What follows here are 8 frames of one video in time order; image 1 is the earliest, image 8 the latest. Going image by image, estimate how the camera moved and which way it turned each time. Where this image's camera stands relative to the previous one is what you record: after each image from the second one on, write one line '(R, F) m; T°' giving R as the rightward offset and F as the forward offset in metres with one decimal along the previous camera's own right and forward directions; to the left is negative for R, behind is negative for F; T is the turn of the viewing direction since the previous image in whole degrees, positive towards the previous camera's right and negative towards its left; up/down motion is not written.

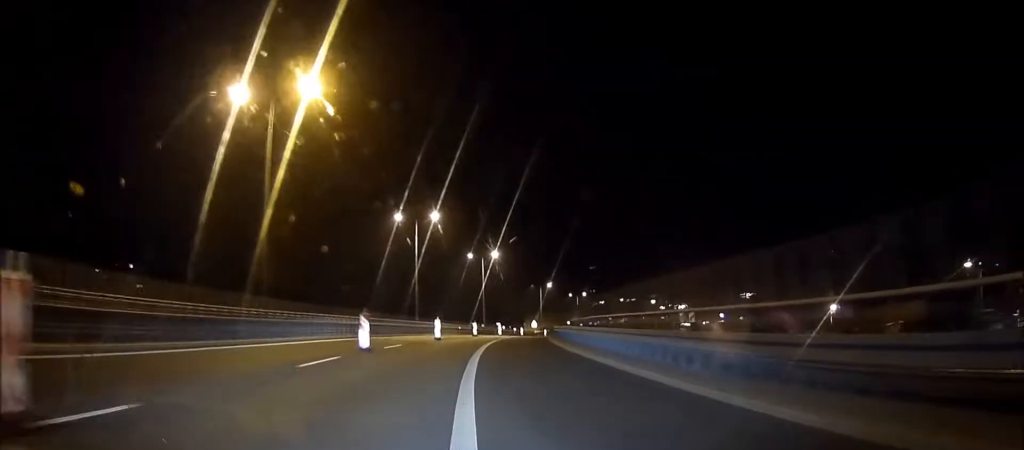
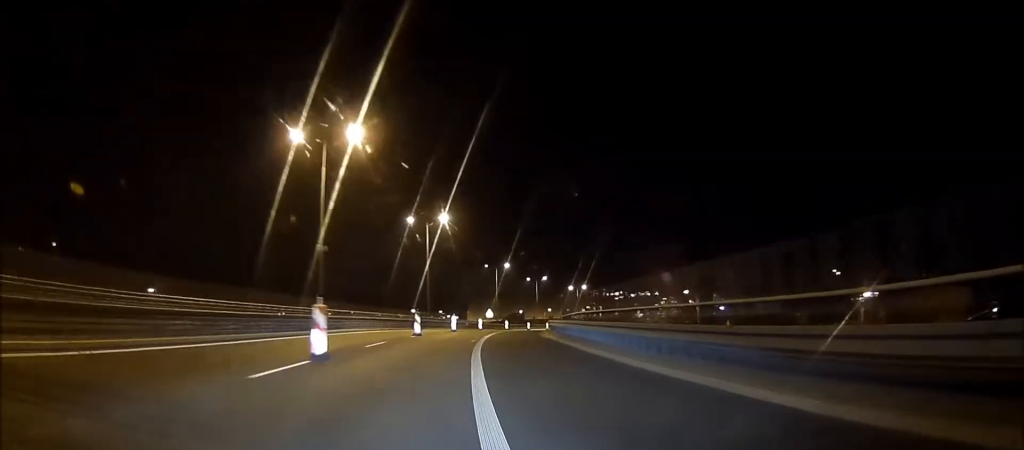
(0.0, +27.6) m; 0°
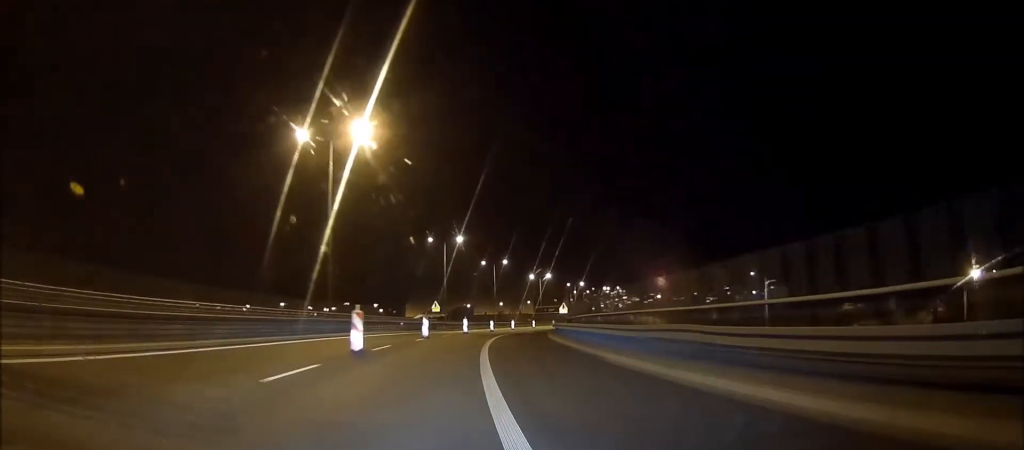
(0.0, +35.3) m; 0°
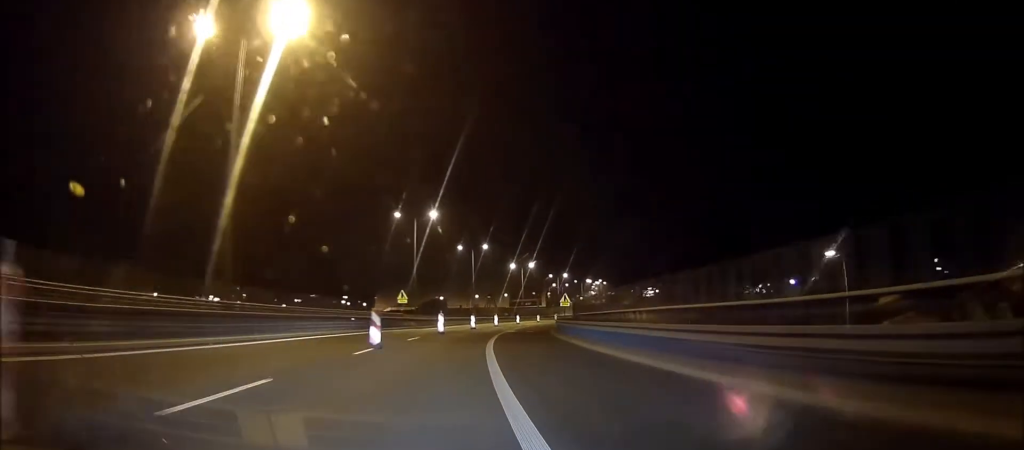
(0.0, +15.9) m; 0°
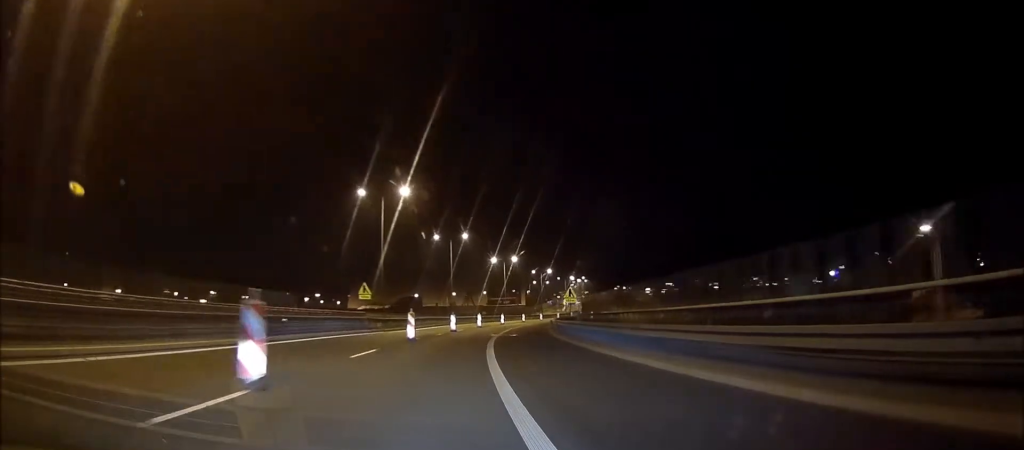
(0.0, +12.1) m; 0°
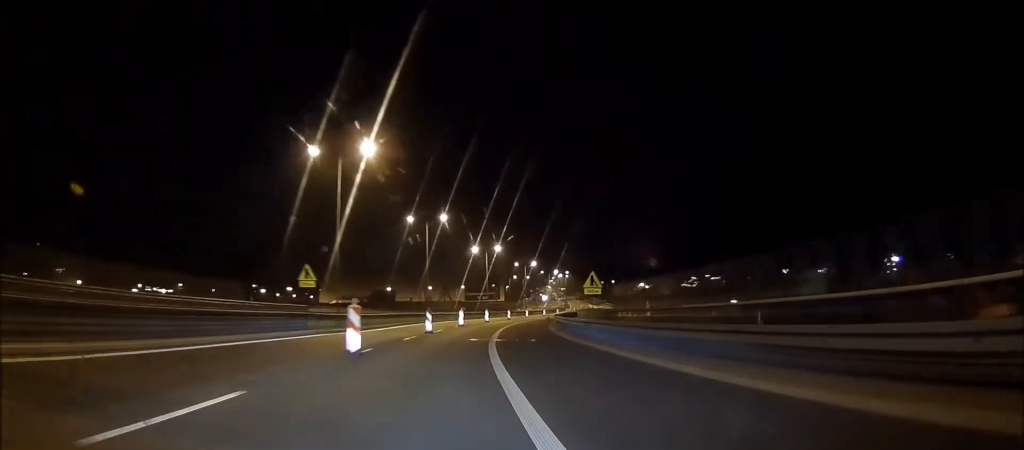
(0.0, +13.0) m; 0°
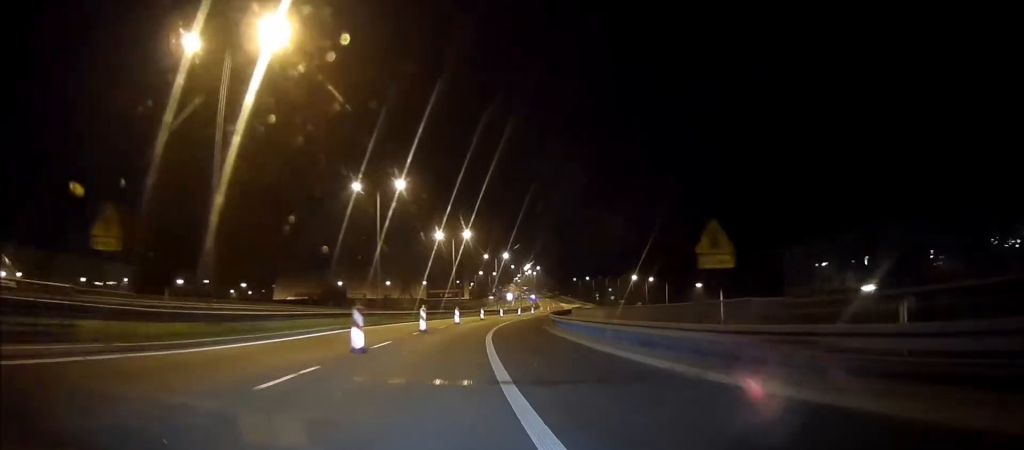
(0.0, +18.4) m; 0°
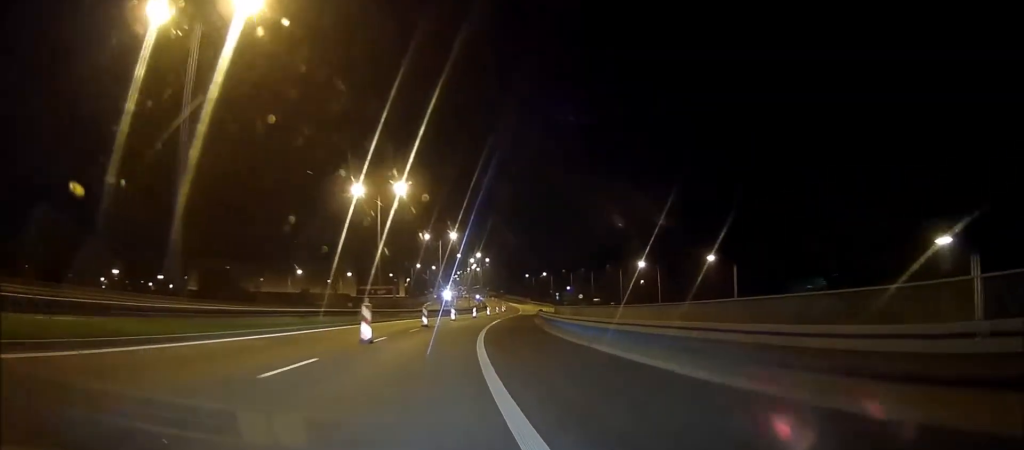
(0.0, +34.2) m; +8°
